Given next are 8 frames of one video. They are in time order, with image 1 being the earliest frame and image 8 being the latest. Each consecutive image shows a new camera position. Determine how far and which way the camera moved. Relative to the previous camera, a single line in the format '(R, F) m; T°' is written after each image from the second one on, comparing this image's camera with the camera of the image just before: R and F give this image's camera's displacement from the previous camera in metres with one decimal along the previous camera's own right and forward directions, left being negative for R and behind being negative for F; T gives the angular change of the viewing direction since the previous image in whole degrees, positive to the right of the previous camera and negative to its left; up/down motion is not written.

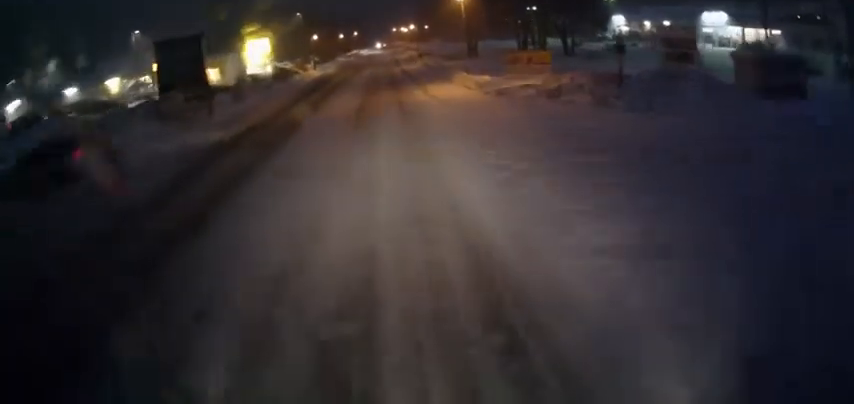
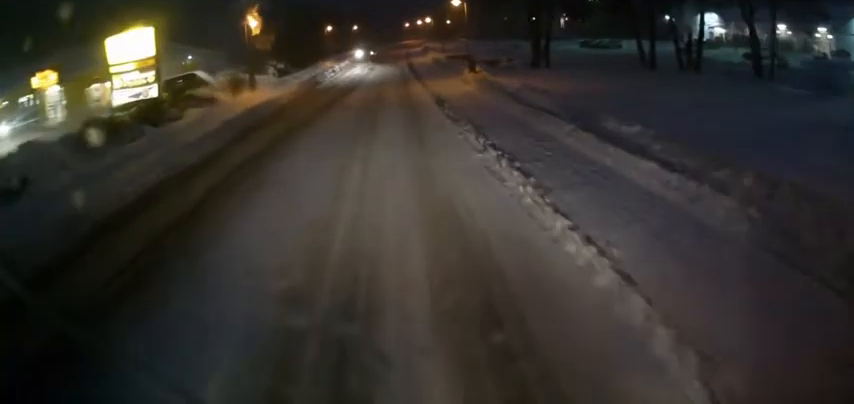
(+0.3, +33.7) m; +1°
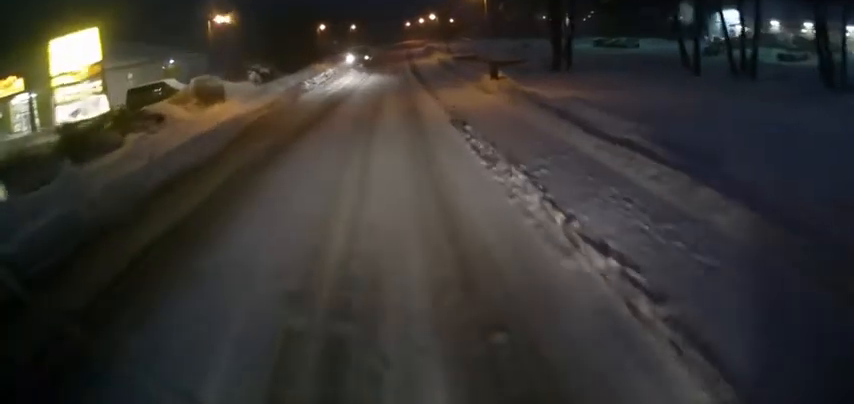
(0.0, +6.0) m; 0°
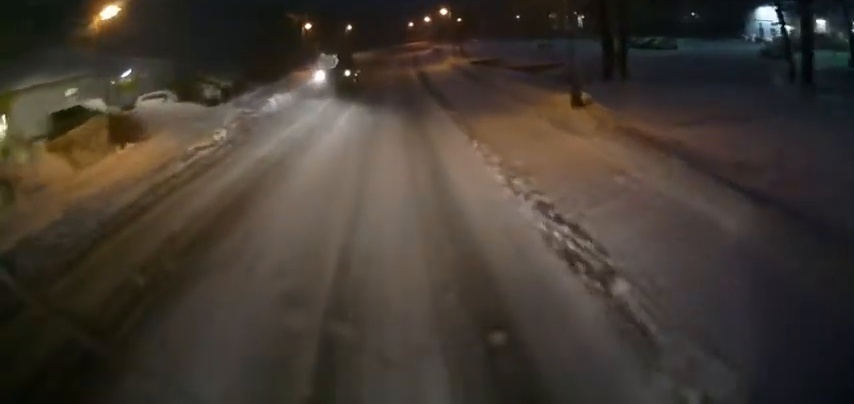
(-0.1, +10.8) m; 0°
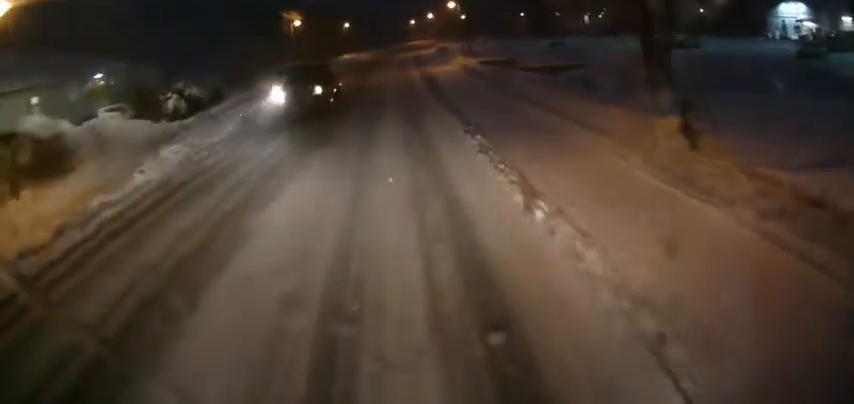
(0.0, +5.2) m; 0°
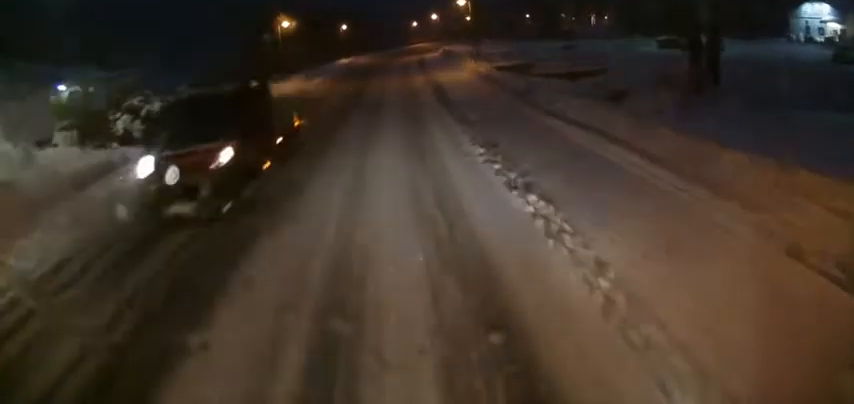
(0.0, +5.2) m; 0°
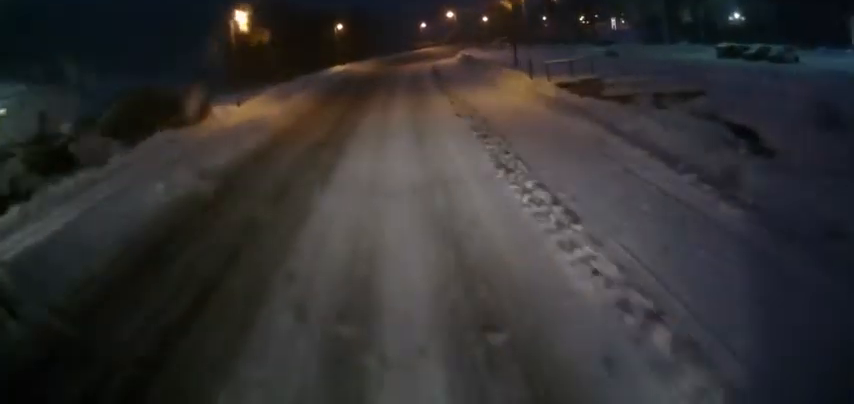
(0.0, +12.5) m; -1°
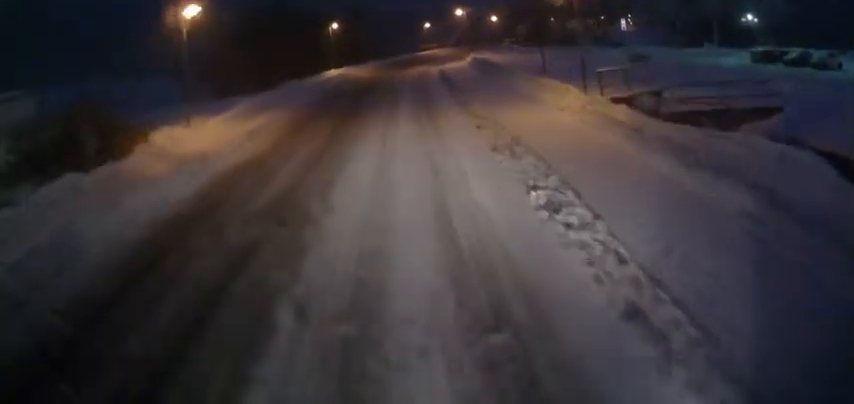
(0.0, +5.9) m; 0°
